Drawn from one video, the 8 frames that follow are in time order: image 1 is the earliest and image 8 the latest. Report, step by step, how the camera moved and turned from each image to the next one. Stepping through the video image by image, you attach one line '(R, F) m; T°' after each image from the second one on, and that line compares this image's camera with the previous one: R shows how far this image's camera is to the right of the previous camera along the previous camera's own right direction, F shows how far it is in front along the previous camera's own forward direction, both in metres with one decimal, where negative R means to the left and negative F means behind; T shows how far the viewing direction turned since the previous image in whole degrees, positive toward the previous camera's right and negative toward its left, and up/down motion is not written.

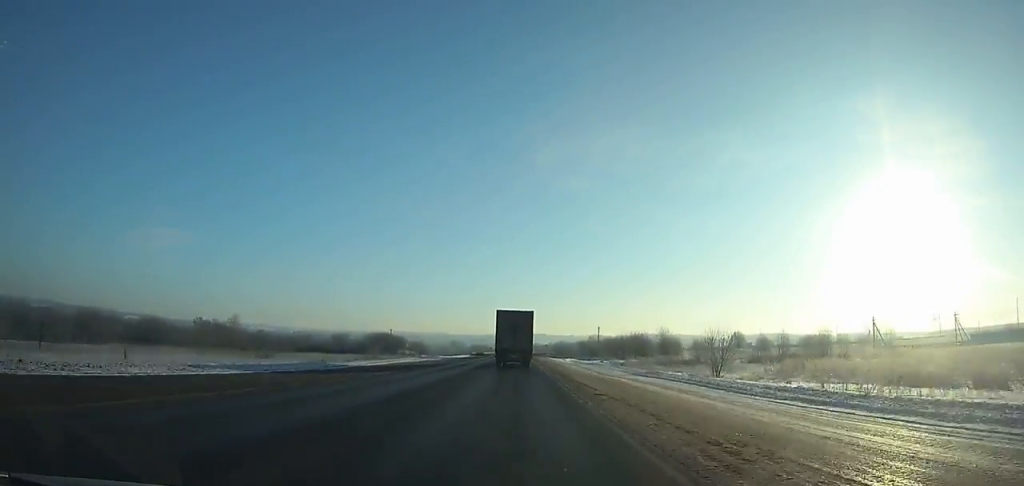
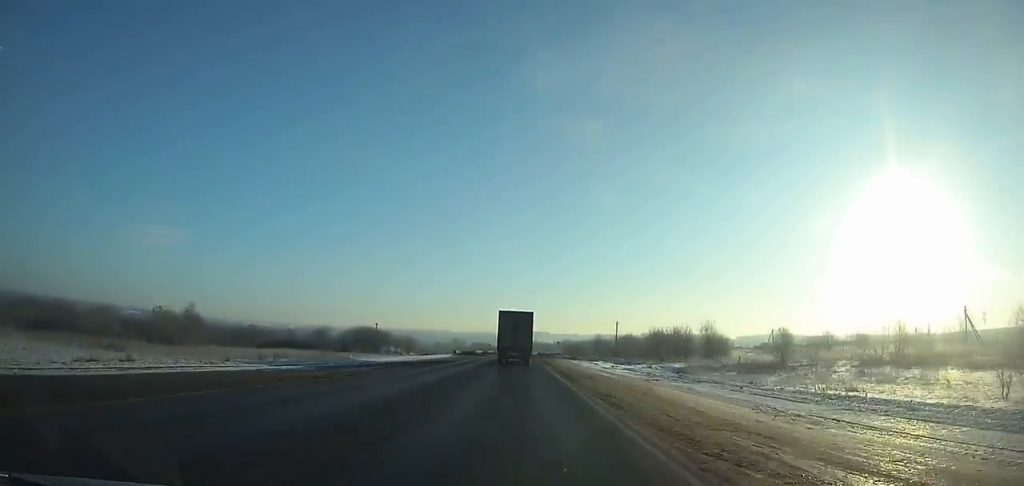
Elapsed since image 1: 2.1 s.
(-0.1, +34.9) m; 0°
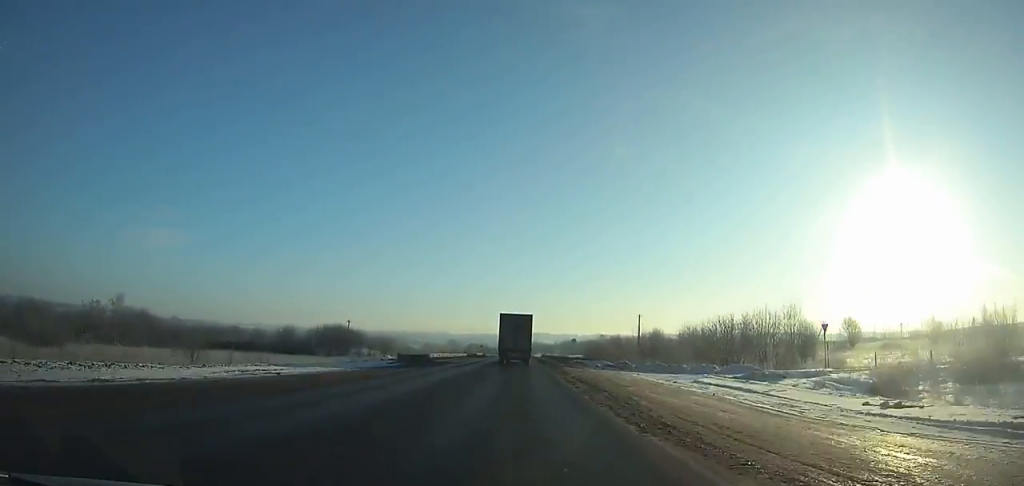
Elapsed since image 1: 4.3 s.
(+0.2, +37.4) m; 0°
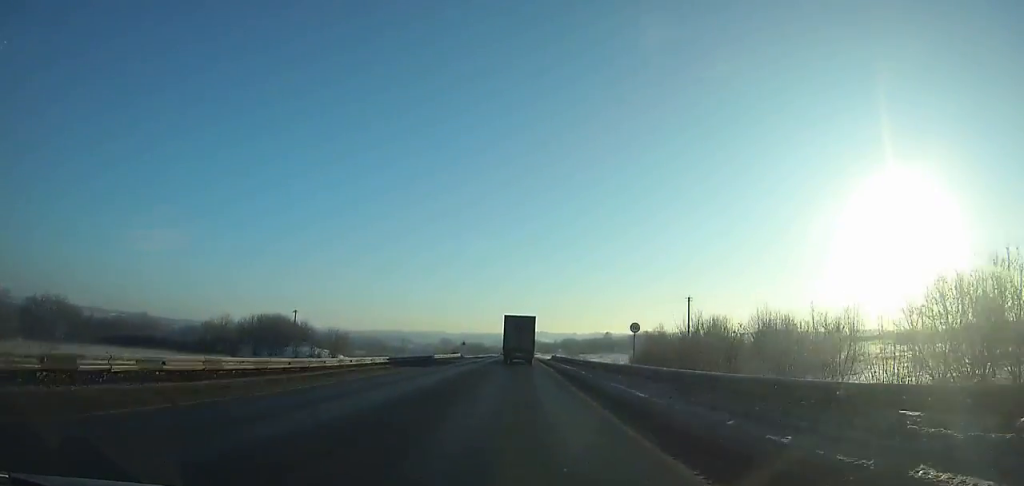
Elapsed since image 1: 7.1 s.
(+0.2, +48.2) m; 0°
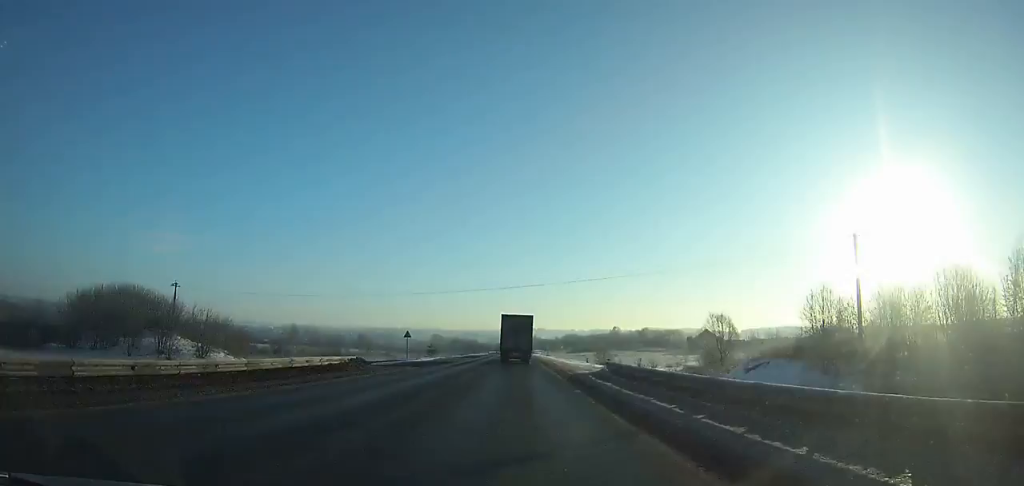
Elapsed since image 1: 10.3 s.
(0.0, +55.4) m; 0°
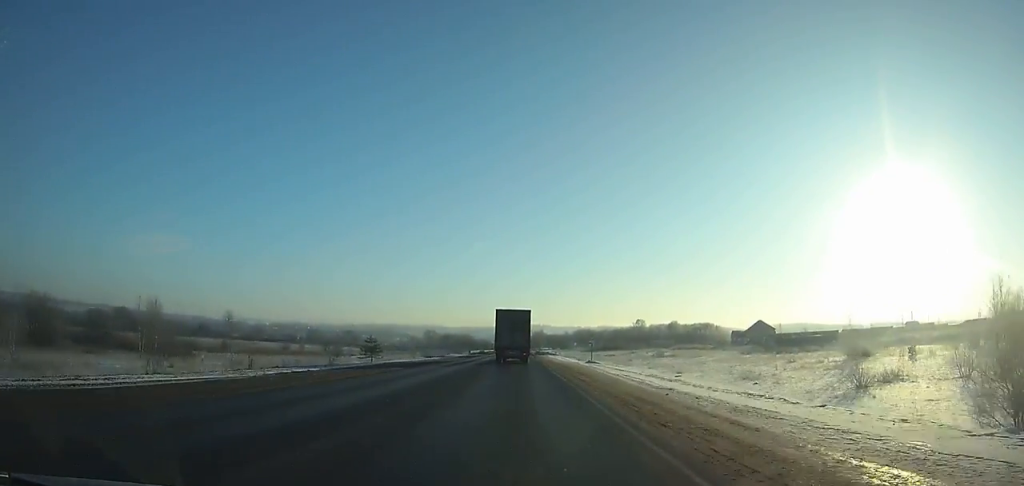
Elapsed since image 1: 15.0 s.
(-0.4, +78.9) m; 0°
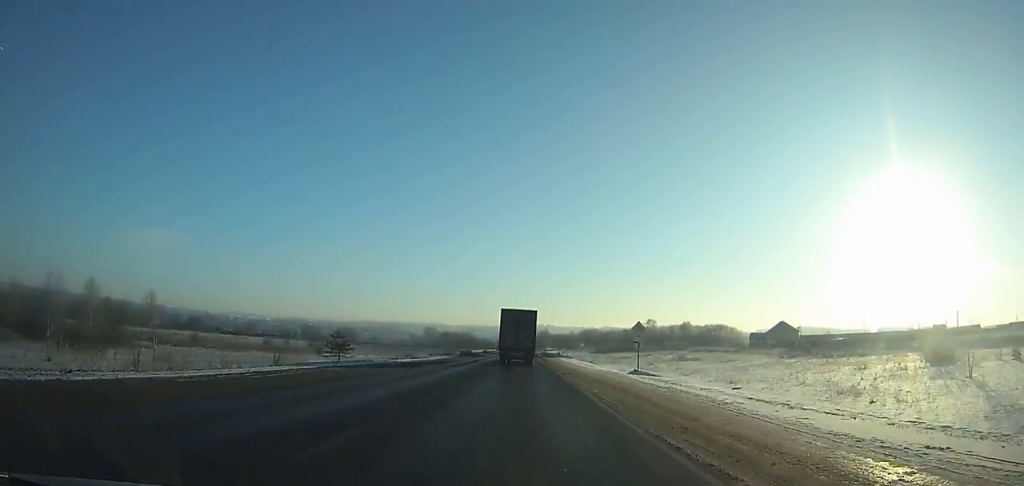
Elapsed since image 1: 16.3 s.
(0.0, +20.9) m; 0°
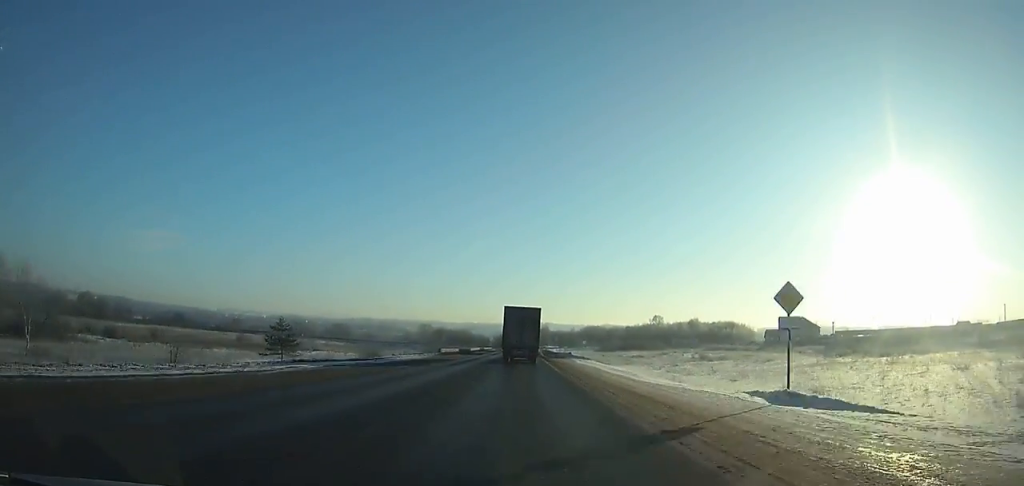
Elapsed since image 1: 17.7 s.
(+0.1, +21.8) m; 0°
